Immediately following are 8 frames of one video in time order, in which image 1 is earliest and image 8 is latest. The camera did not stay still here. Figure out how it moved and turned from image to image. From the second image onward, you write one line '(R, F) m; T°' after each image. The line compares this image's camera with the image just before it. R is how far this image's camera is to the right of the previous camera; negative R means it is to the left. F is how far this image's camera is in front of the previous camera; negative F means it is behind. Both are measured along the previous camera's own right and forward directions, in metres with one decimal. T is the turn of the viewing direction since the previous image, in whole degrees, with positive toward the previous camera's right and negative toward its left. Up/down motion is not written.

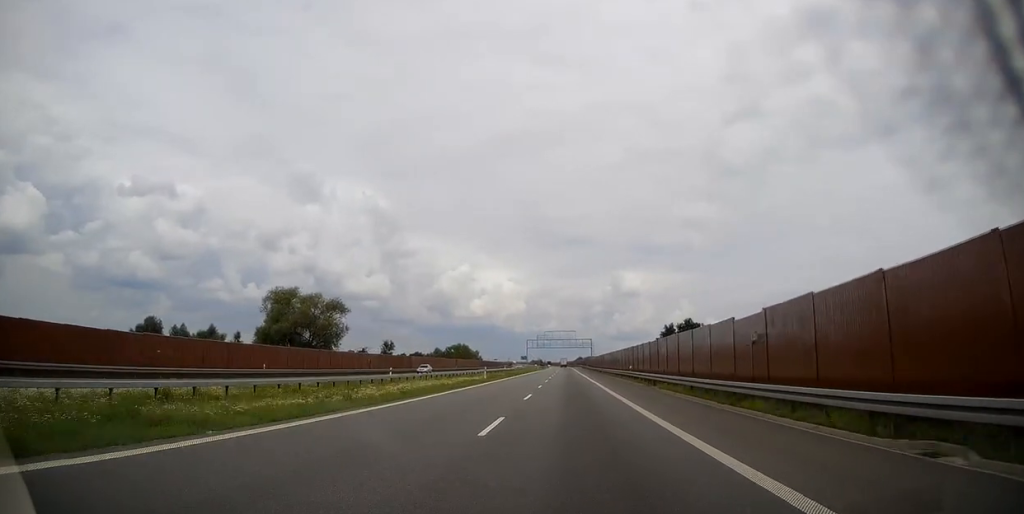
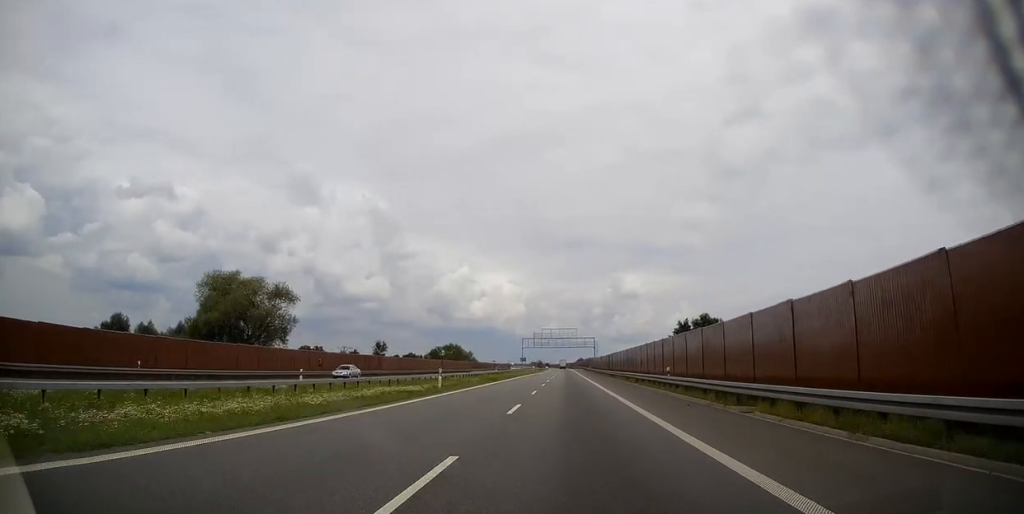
(+0.1, +18.7) m; 0°
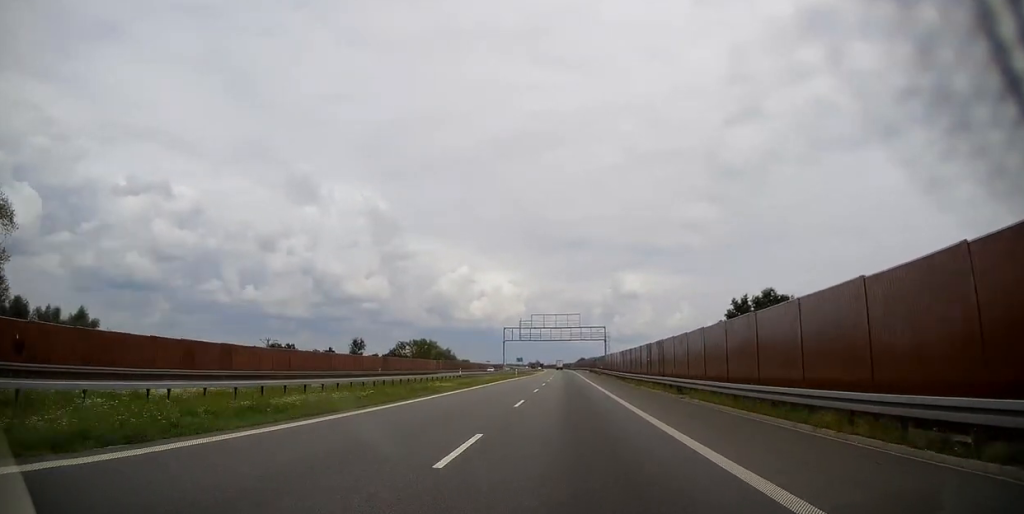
(0.0, +45.6) m; 0°
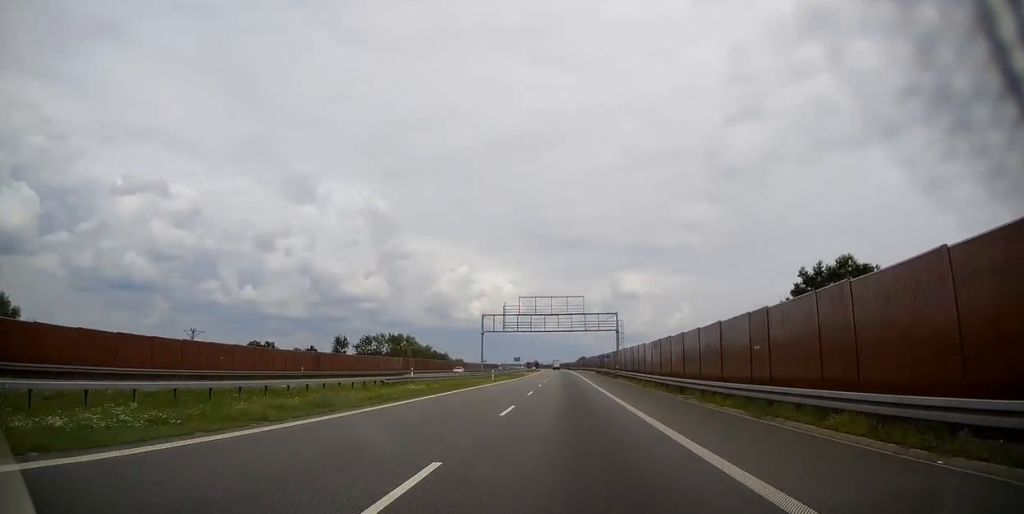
(+0.2, +27.9) m; 0°
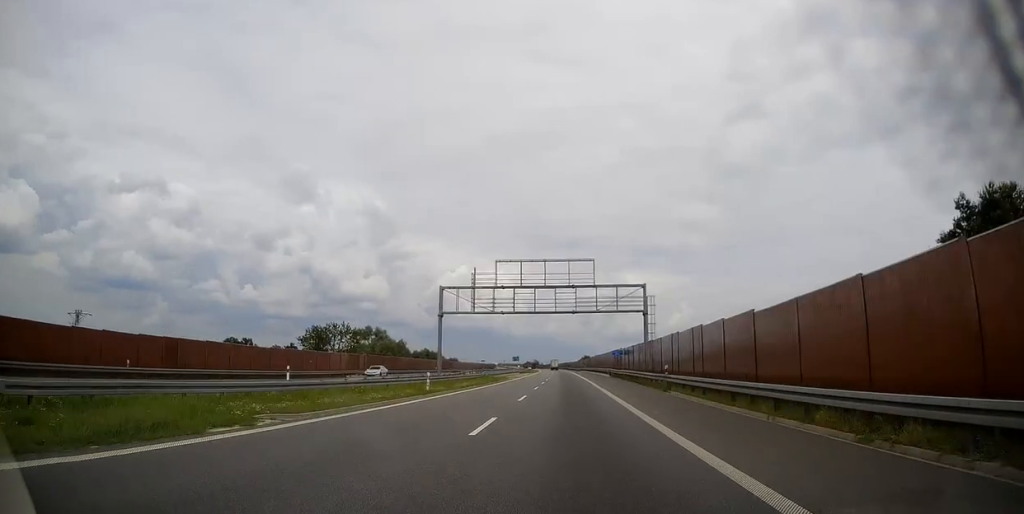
(-0.2, +28.4) m; -1°
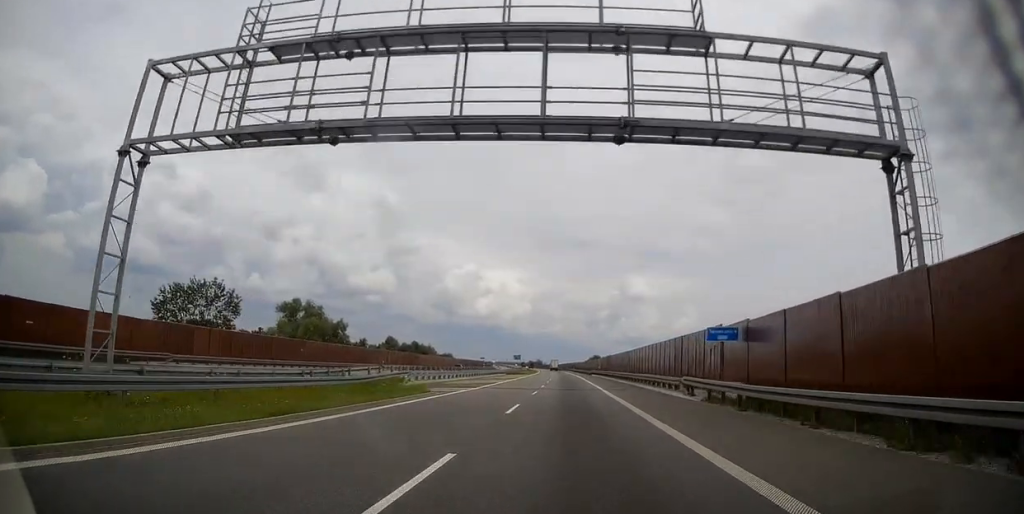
(-0.1, +38.6) m; 0°
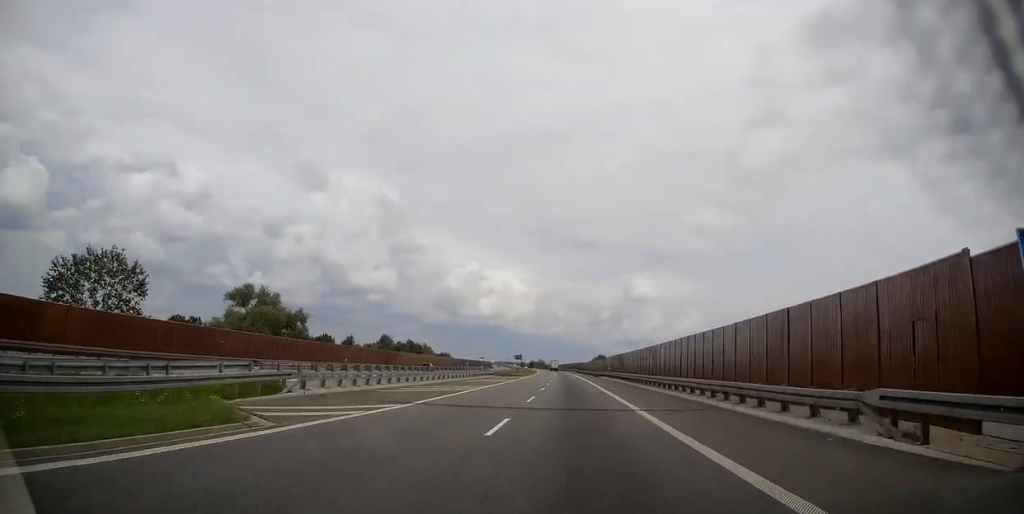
(0.0, +14.4) m; 0°
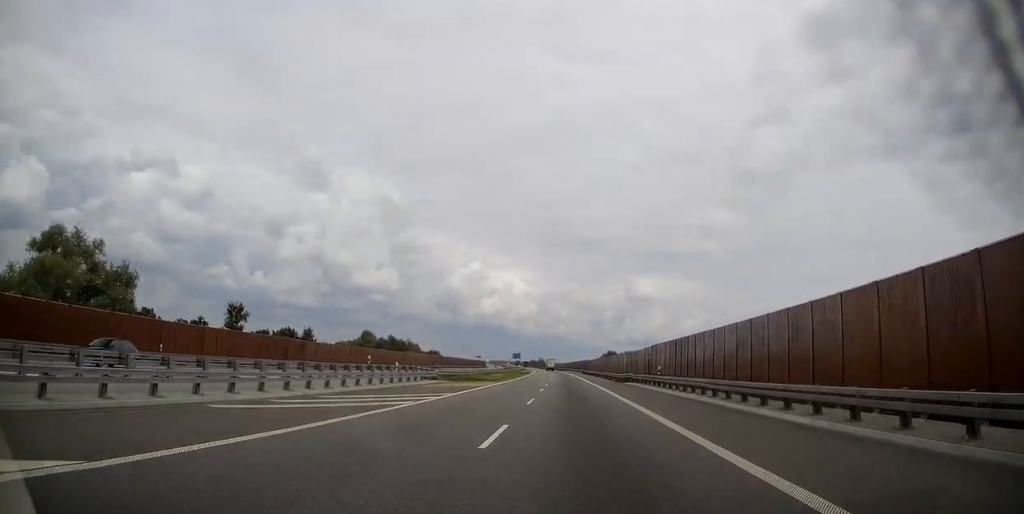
(0.0, +29.2) m; 0°
